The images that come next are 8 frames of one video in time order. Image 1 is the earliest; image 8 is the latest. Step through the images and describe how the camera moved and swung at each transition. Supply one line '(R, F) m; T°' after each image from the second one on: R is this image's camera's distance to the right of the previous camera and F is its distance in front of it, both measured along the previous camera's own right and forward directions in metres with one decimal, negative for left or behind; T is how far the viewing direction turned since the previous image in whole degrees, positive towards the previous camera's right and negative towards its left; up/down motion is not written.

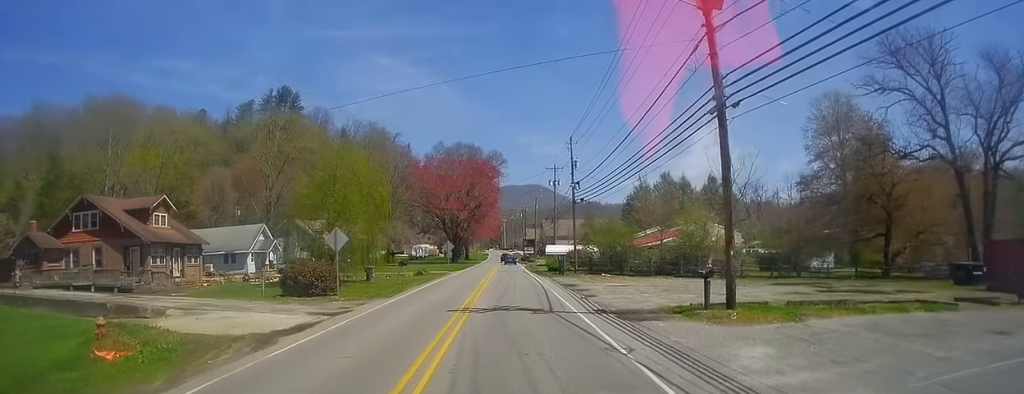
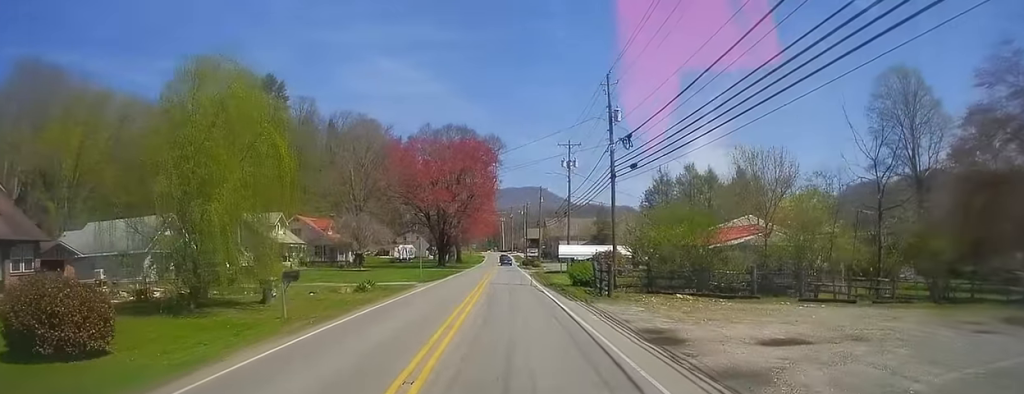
(+0.4, +20.2) m; +1°
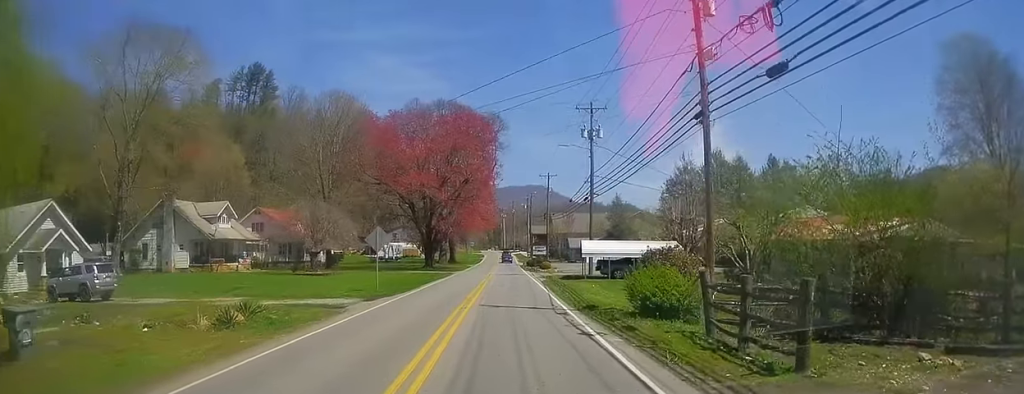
(-0.4, +15.6) m; -1°
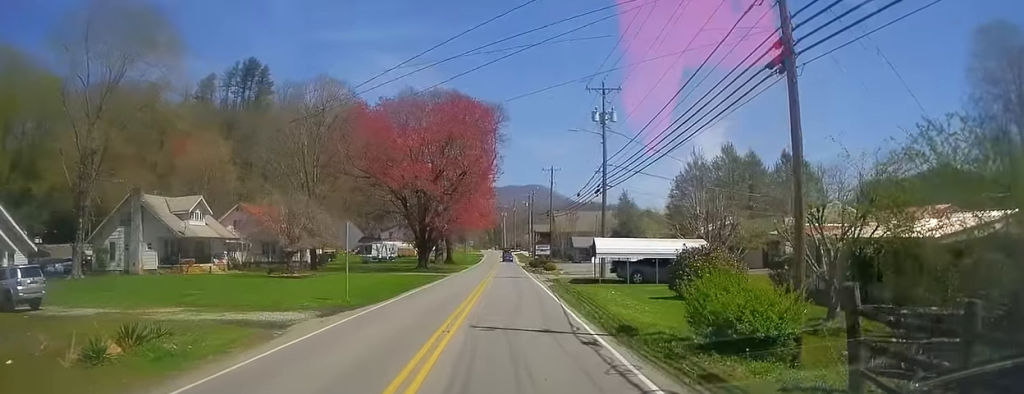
(-0.1, +5.7) m; 0°
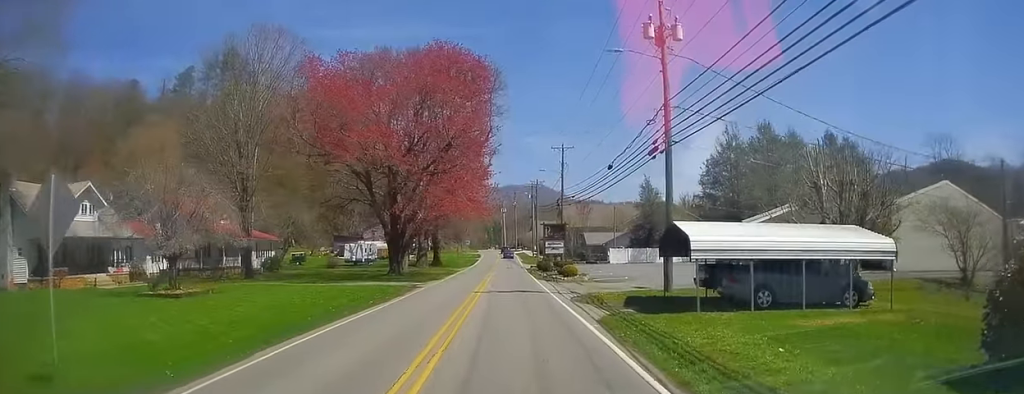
(+0.4, +16.9) m; -1°
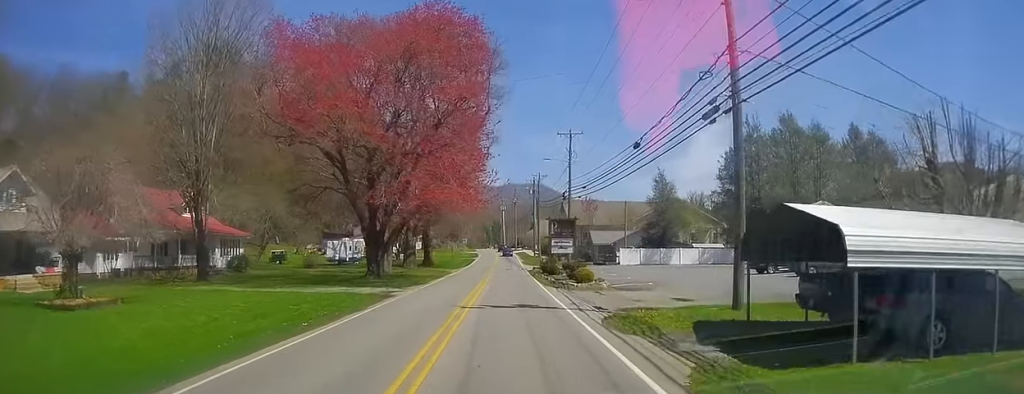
(-0.4, +7.8) m; -2°
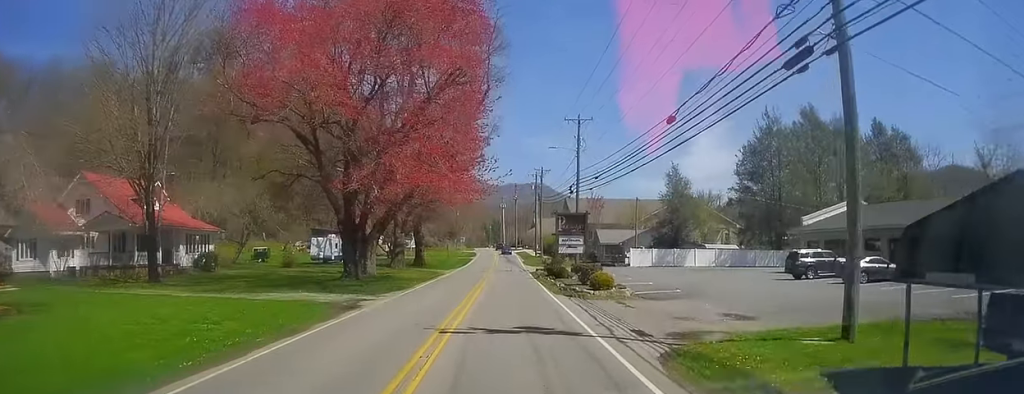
(0.0, +6.3) m; 0°
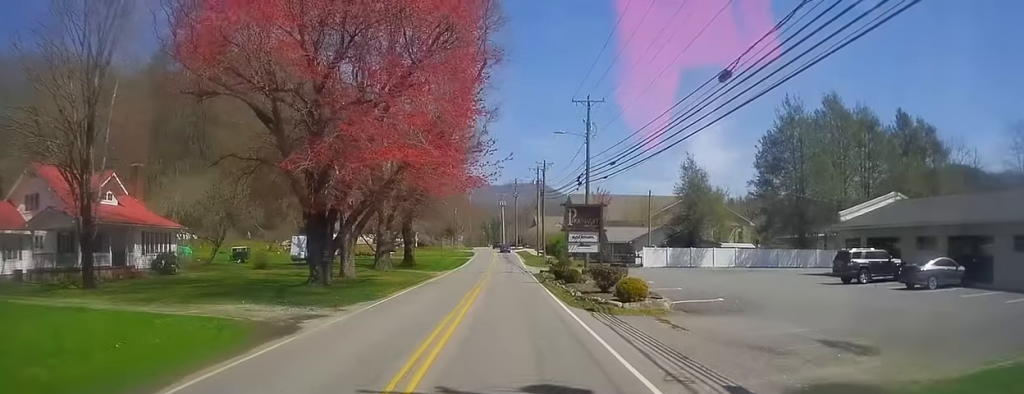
(0.0, +6.5) m; +1°
